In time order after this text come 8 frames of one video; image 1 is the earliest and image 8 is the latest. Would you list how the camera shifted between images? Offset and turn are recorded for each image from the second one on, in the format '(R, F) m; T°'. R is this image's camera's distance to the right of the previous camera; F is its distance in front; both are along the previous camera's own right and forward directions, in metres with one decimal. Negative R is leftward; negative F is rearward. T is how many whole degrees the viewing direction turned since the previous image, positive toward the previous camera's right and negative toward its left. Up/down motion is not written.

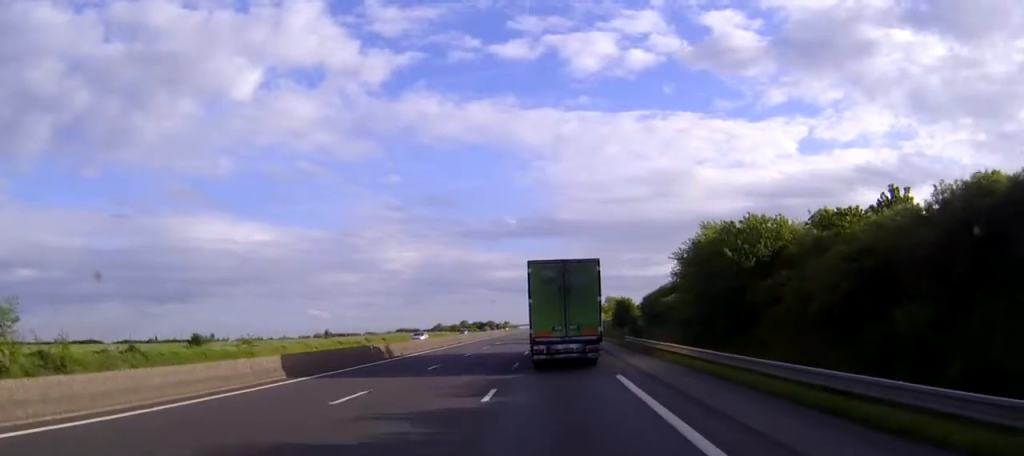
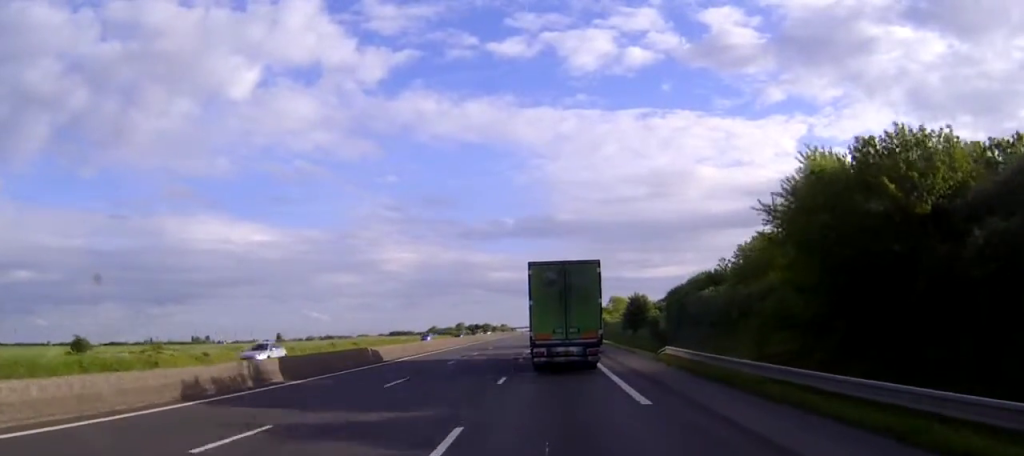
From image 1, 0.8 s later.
(0.0, +20.2) m; 0°
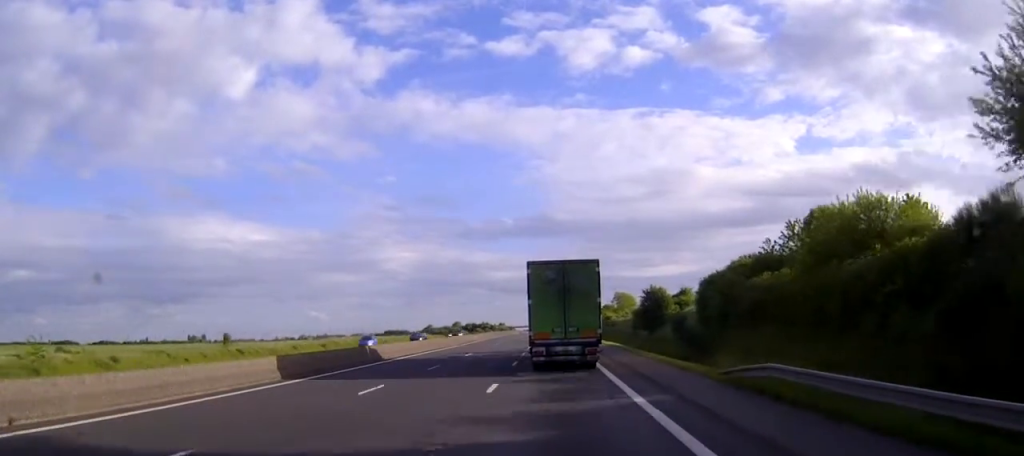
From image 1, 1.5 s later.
(0.0, +16.1) m; 0°
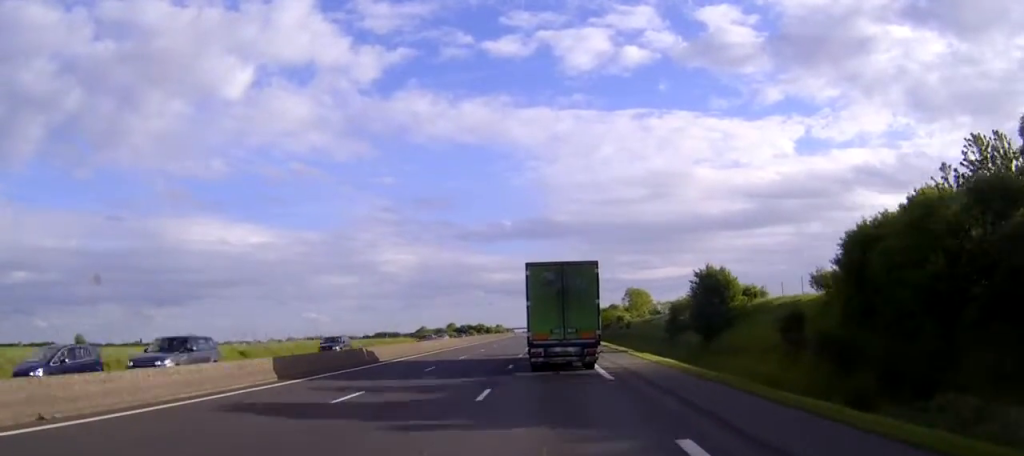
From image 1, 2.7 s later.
(-0.1, +28.1) m; 0°
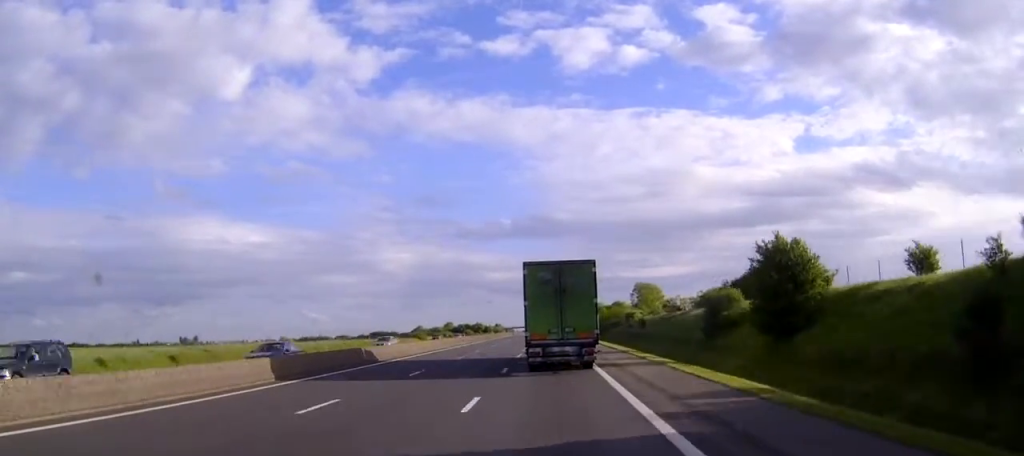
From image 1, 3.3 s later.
(0.0, +15.3) m; 0°
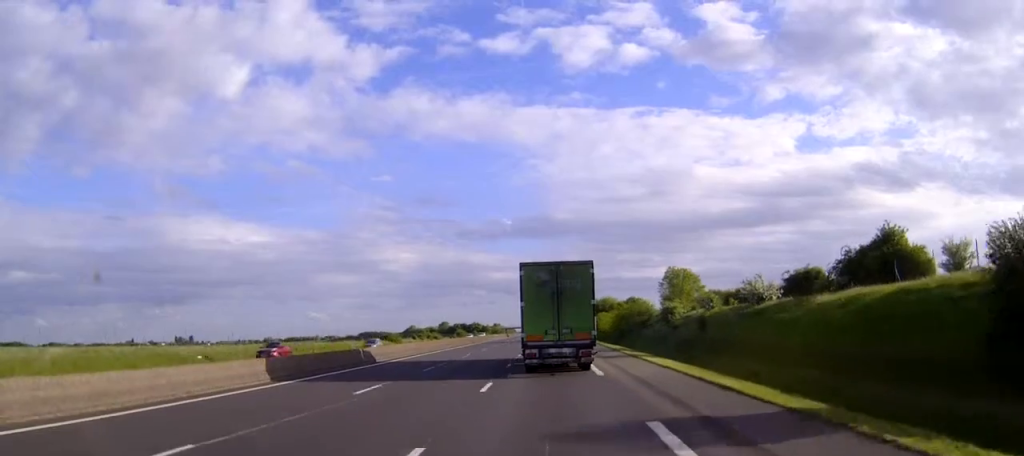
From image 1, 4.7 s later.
(0.0, +34.0) m; 0°
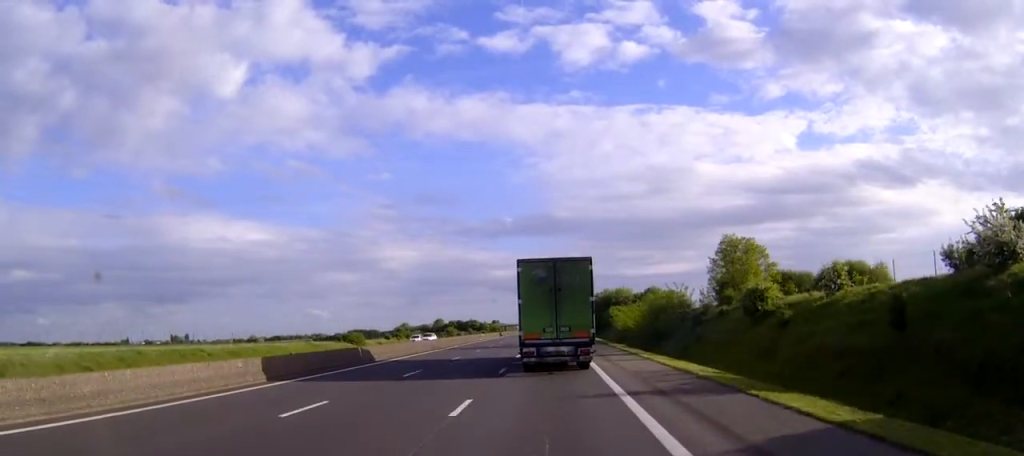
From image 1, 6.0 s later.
(0.0, +31.8) m; 0°
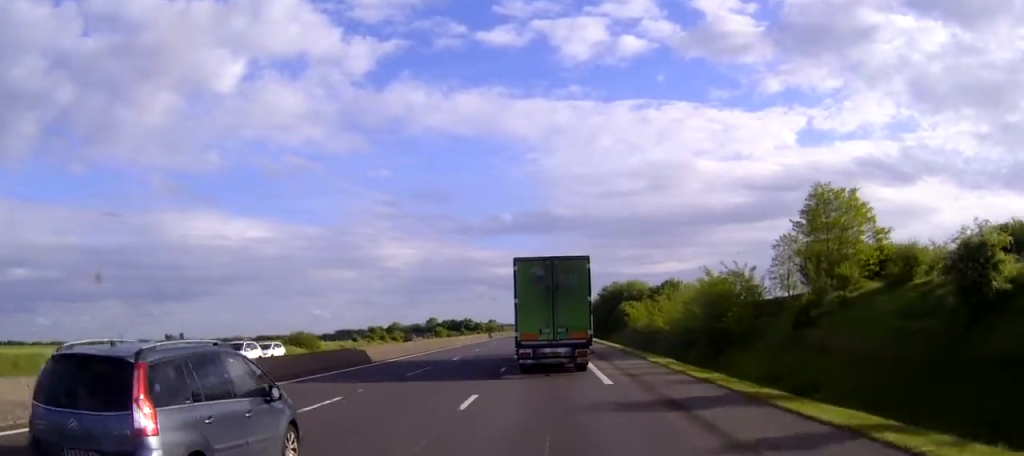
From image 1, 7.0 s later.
(0.0, +24.7) m; 0°
